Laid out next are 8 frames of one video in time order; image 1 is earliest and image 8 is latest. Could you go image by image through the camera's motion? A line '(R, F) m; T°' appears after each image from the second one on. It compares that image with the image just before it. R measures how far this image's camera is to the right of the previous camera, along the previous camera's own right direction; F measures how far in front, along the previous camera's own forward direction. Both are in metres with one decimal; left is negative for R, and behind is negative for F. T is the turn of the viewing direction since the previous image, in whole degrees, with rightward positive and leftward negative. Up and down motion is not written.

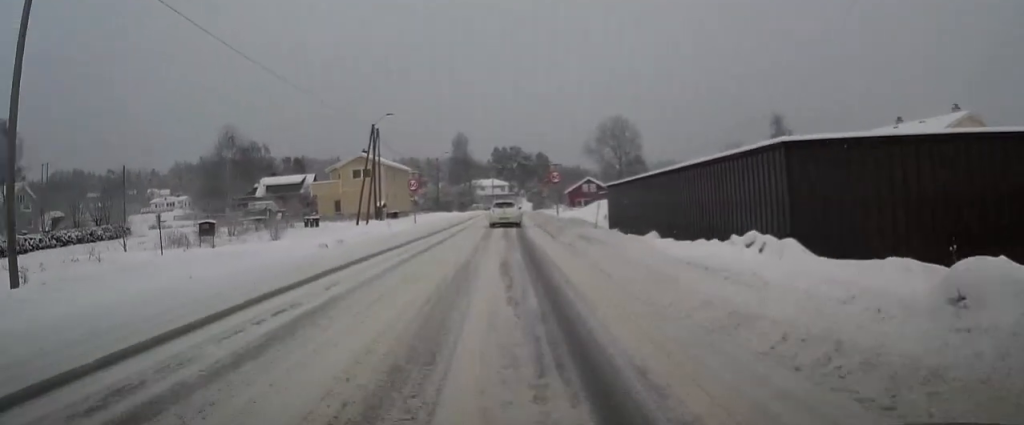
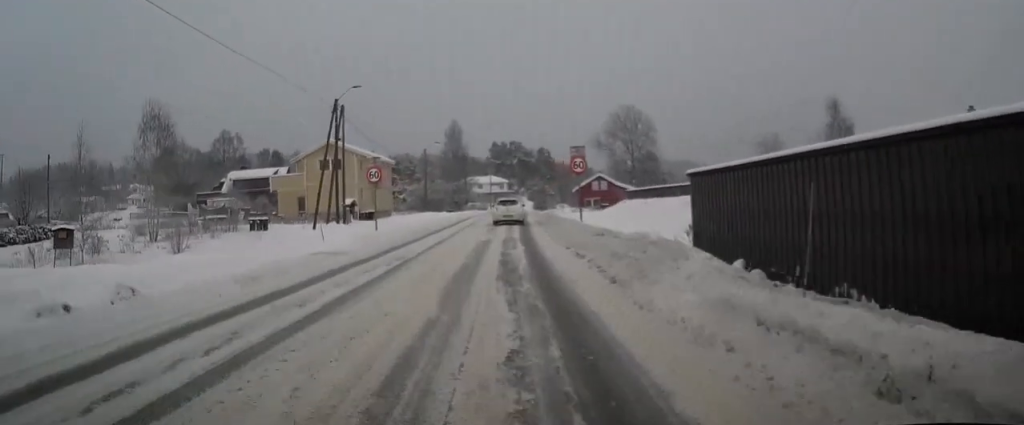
(-0.1, +12.7) m; -1°
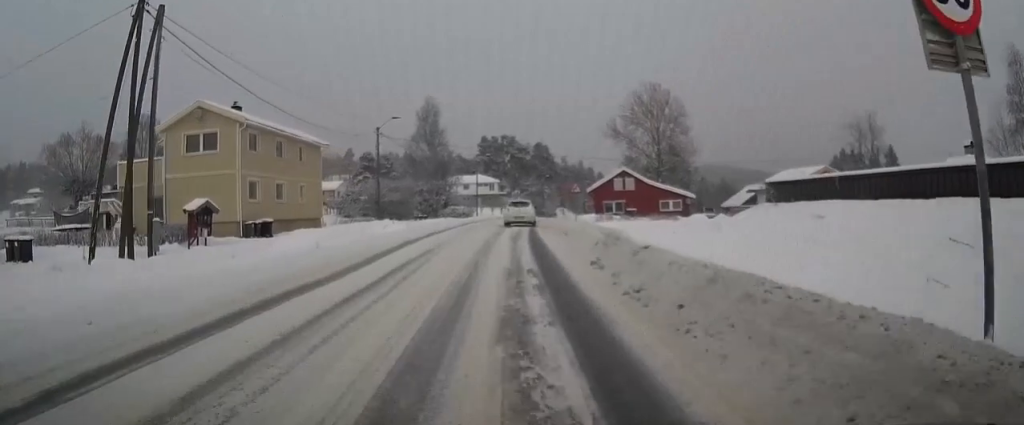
(+0.1, +24.9) m; +1°
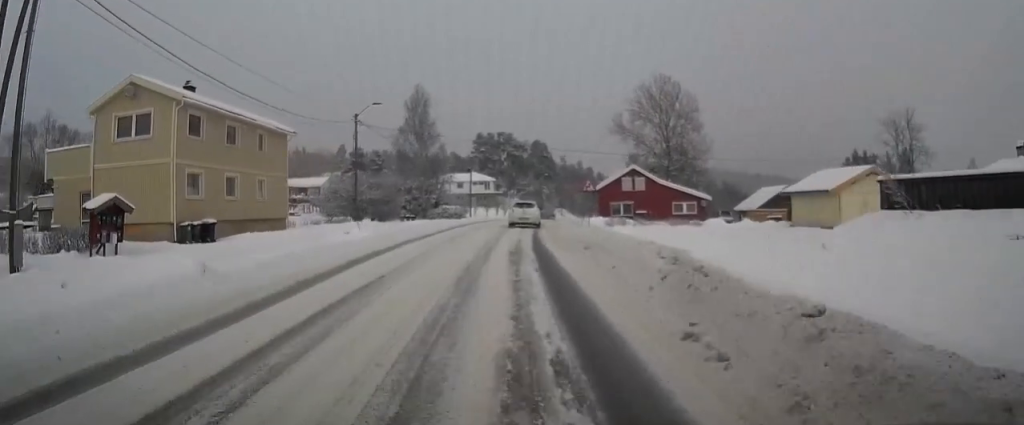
(0.0, +6.8) m; +1°
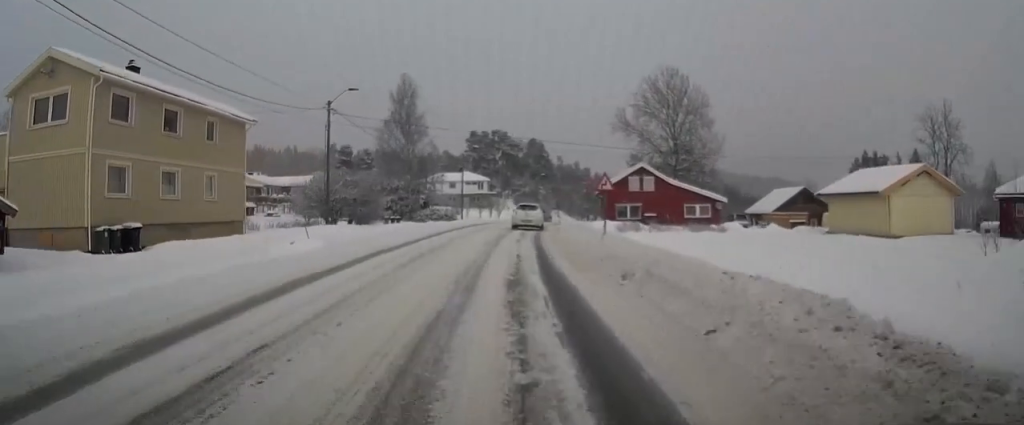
(-0.1, +6.0) m; +1°
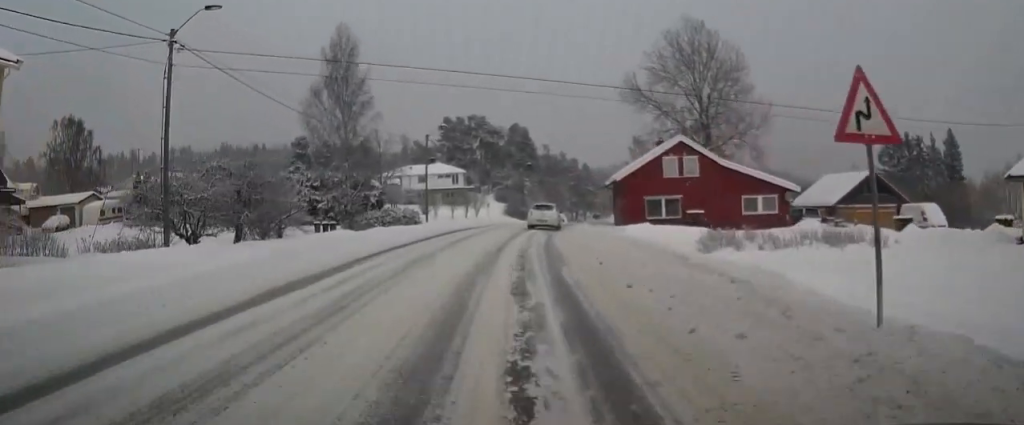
(+0.4, +18.0) m; +2°
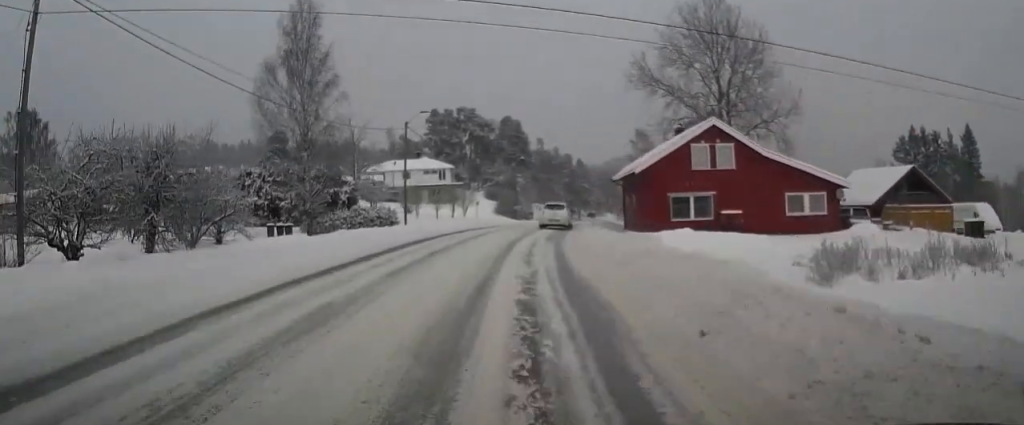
(-0.1, +7.7) m; +1°
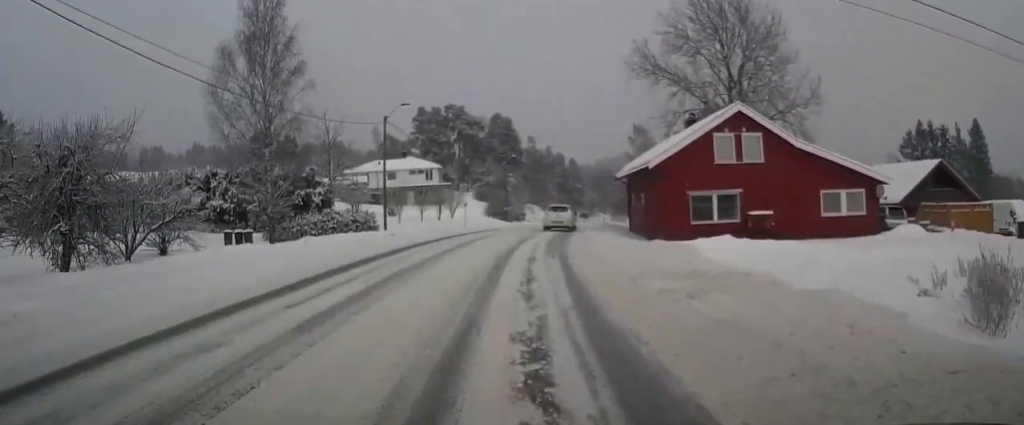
(+0.1, +4.8) m; +1°
